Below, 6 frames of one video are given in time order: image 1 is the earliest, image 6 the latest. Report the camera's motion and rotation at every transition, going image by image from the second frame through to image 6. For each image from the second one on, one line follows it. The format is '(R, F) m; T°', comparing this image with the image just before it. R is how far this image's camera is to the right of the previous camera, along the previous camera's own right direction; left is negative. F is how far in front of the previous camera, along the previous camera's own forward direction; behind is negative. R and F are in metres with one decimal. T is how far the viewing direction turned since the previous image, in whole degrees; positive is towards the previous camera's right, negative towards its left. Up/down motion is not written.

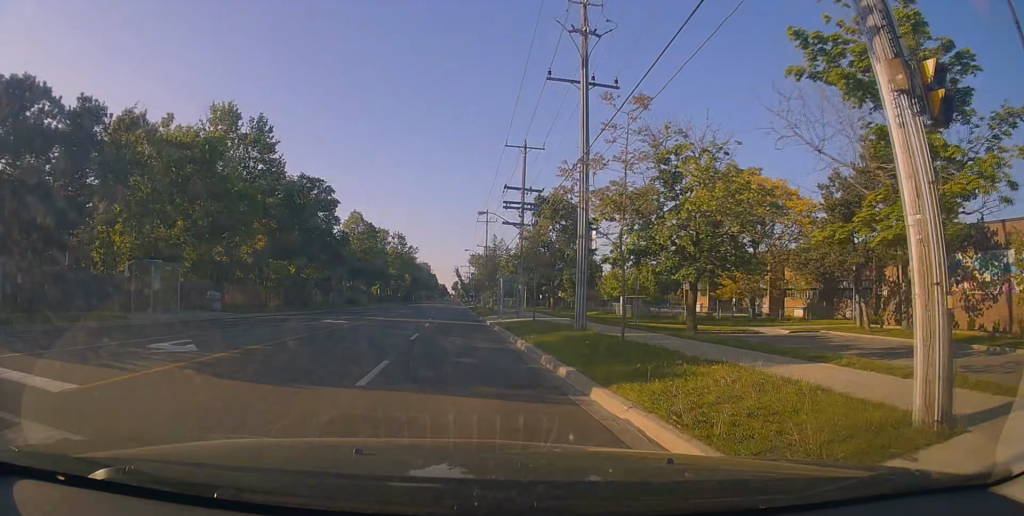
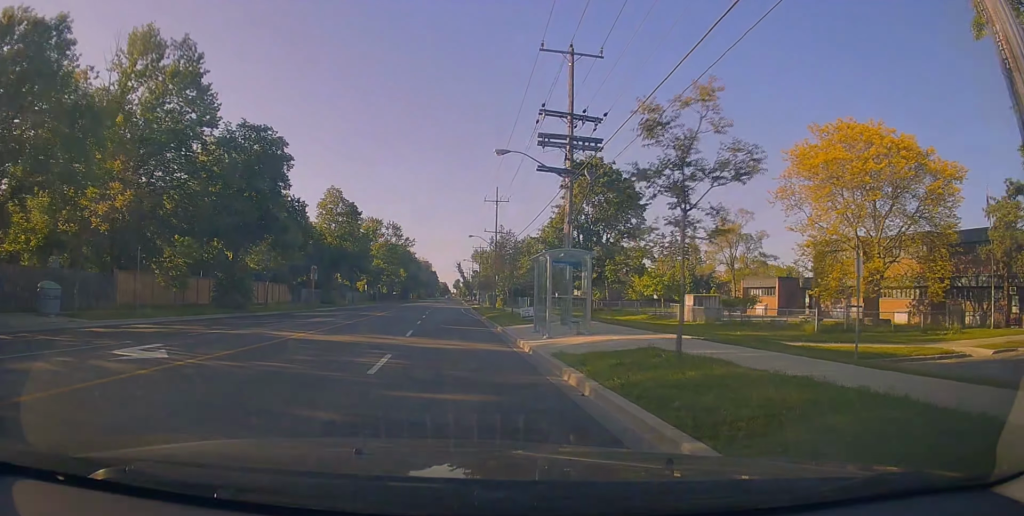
(-0.2, +17.1) m; 0°
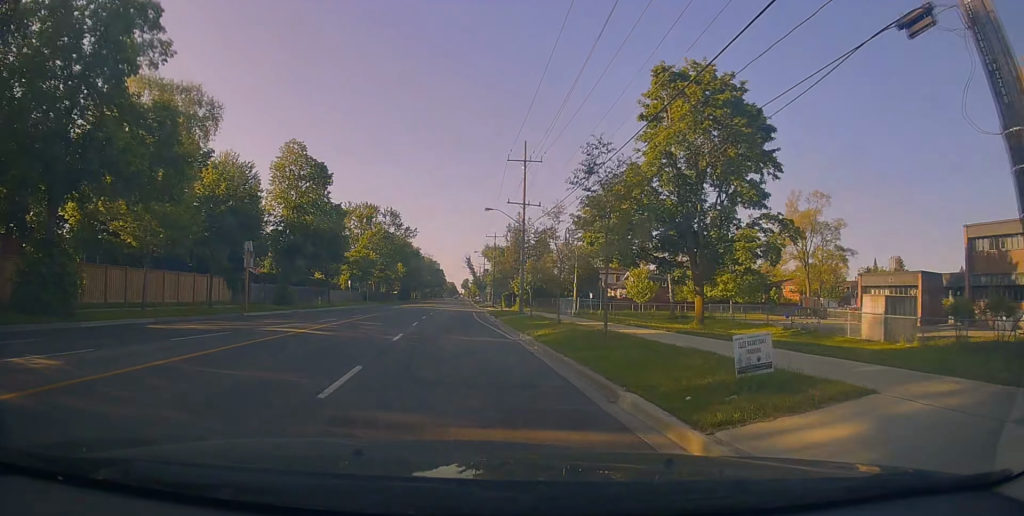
(+0.1, +20.2) m; 0°
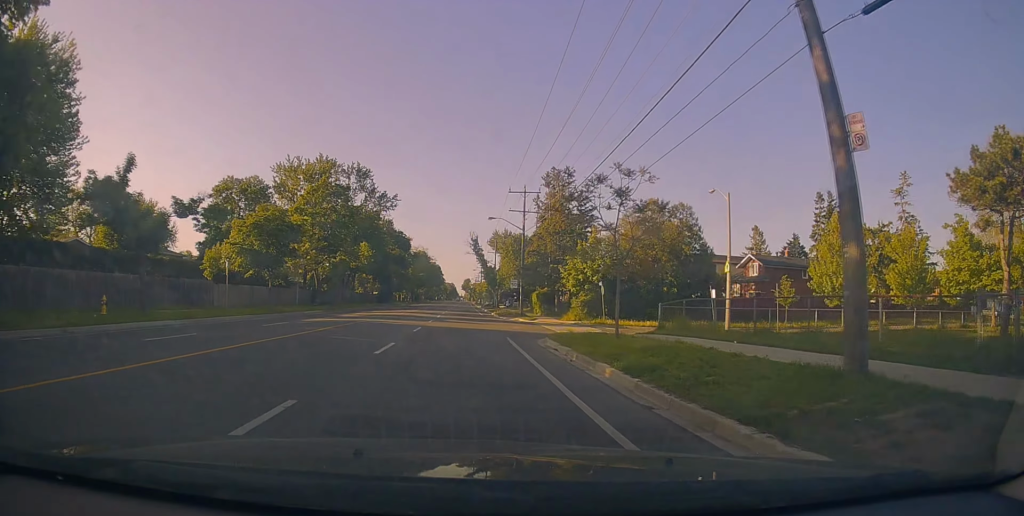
(-0.1, +39.0) m; 0°
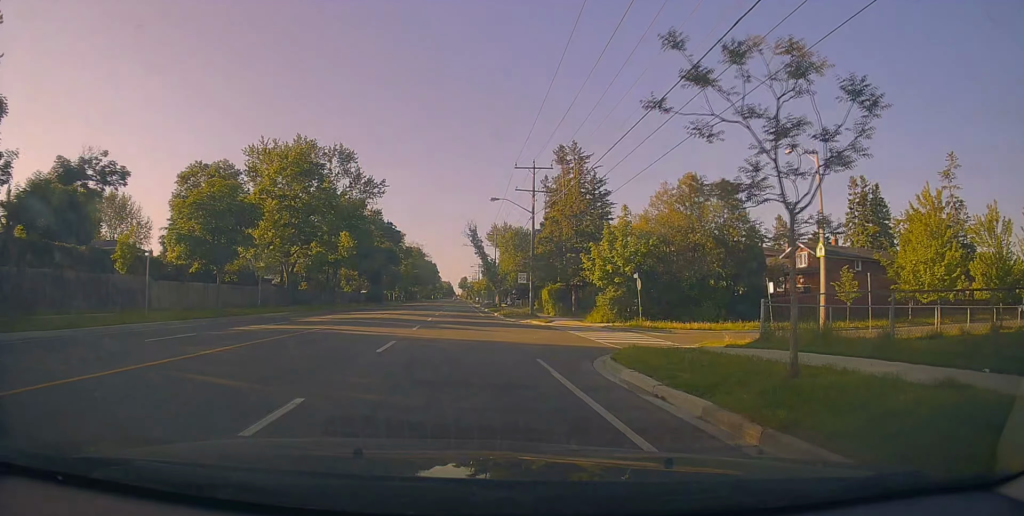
(+0.1, +8.6) m; -1°
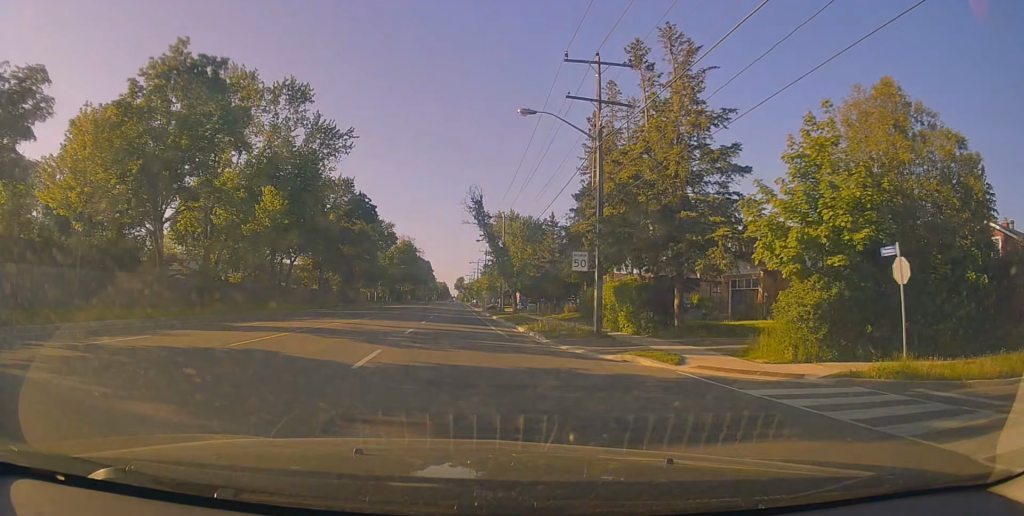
(-0.4, +20.8) m; +1°
